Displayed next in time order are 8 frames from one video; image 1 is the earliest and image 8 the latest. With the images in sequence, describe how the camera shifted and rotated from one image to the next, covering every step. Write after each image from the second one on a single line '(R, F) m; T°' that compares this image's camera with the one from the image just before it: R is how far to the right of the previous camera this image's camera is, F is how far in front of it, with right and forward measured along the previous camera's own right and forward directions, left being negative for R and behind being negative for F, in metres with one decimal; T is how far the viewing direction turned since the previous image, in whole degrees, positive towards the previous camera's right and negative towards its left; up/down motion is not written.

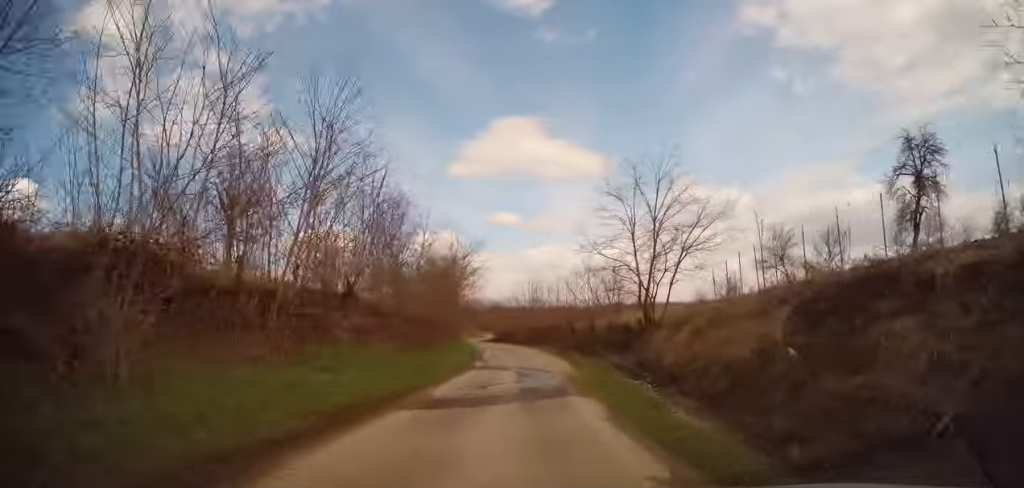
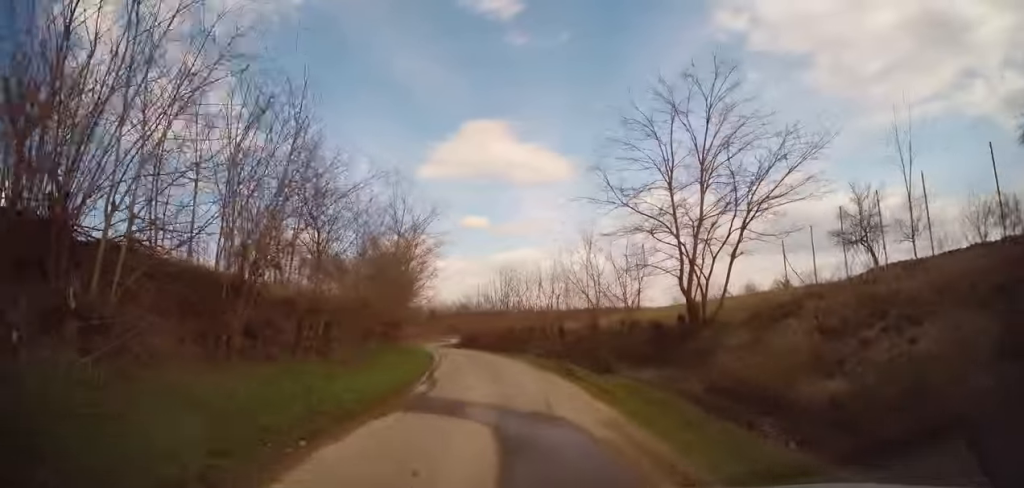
(+0.4, +11.0) m; +3°
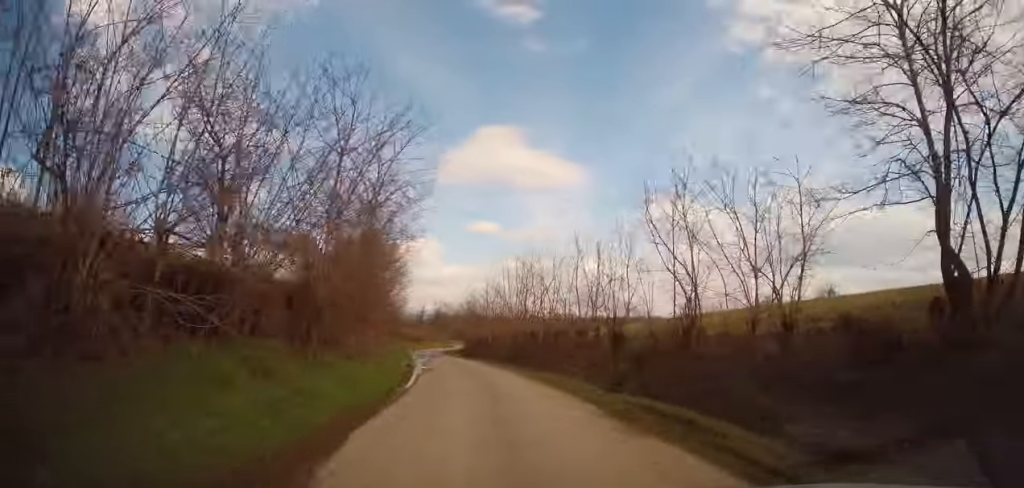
(+0.3, +11.7) m; +1°
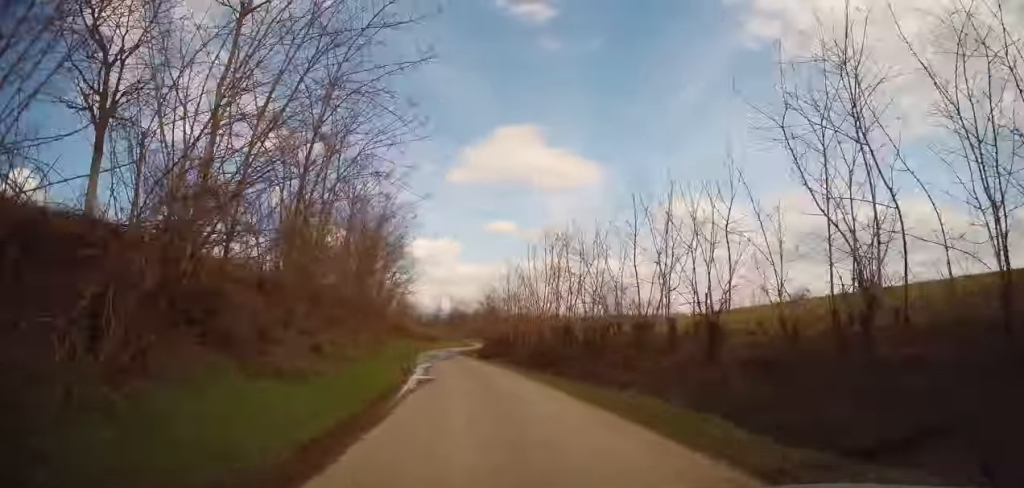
(+0.2, +6.9) m; -2°
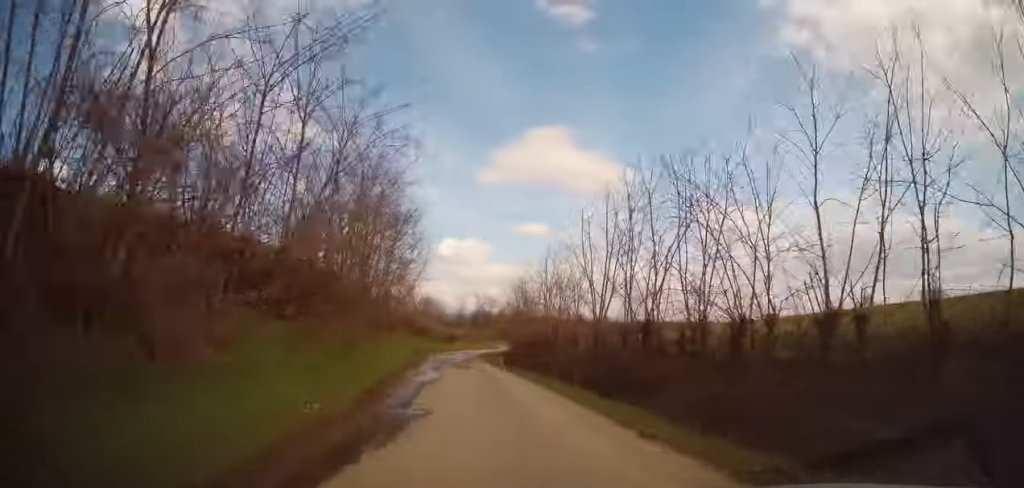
(-0.3, +8.8) m; -3°
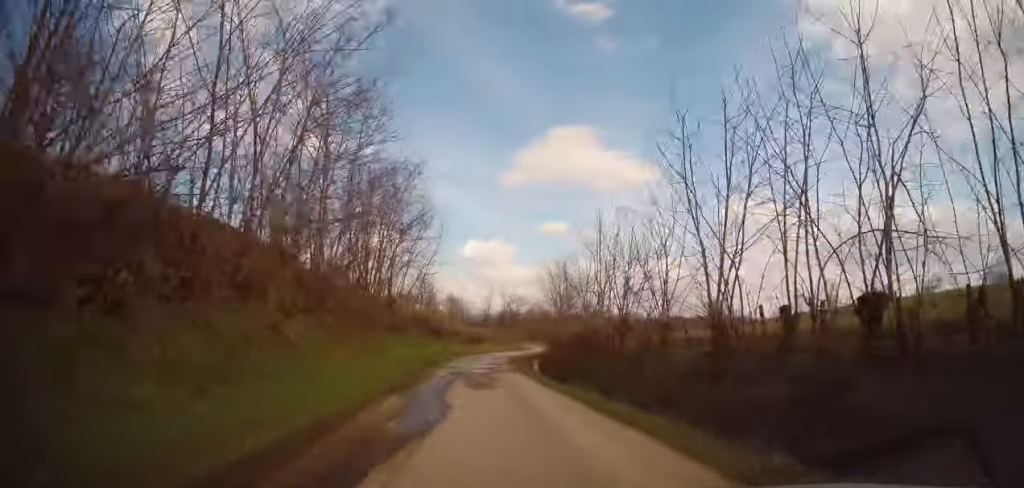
(-0.5, +8.8) m; -3°
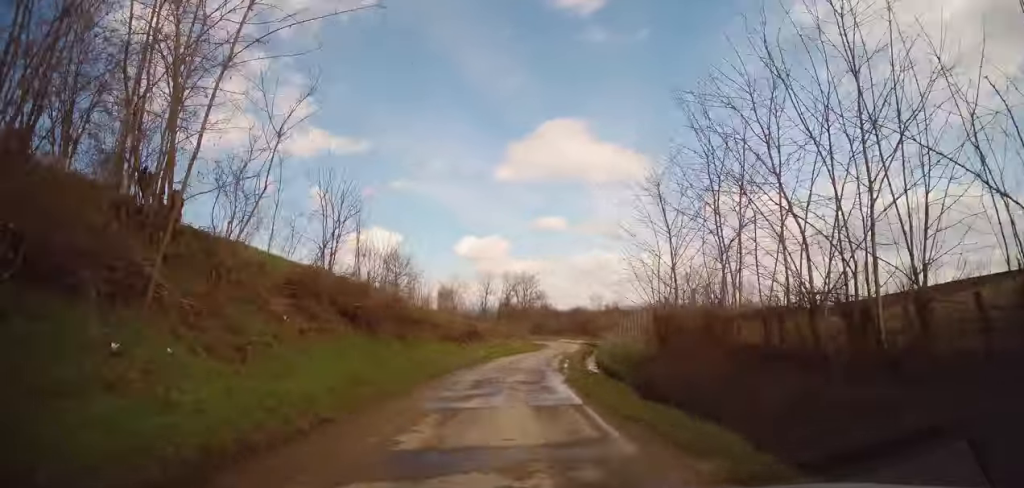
(+0.1, +27.3) m; +2°
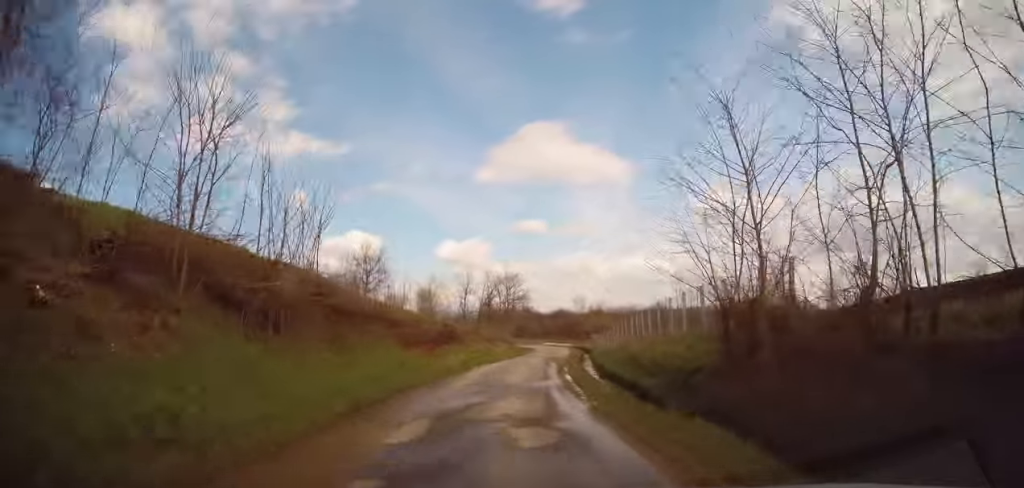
(+0.1, +6.7) m; +1°
